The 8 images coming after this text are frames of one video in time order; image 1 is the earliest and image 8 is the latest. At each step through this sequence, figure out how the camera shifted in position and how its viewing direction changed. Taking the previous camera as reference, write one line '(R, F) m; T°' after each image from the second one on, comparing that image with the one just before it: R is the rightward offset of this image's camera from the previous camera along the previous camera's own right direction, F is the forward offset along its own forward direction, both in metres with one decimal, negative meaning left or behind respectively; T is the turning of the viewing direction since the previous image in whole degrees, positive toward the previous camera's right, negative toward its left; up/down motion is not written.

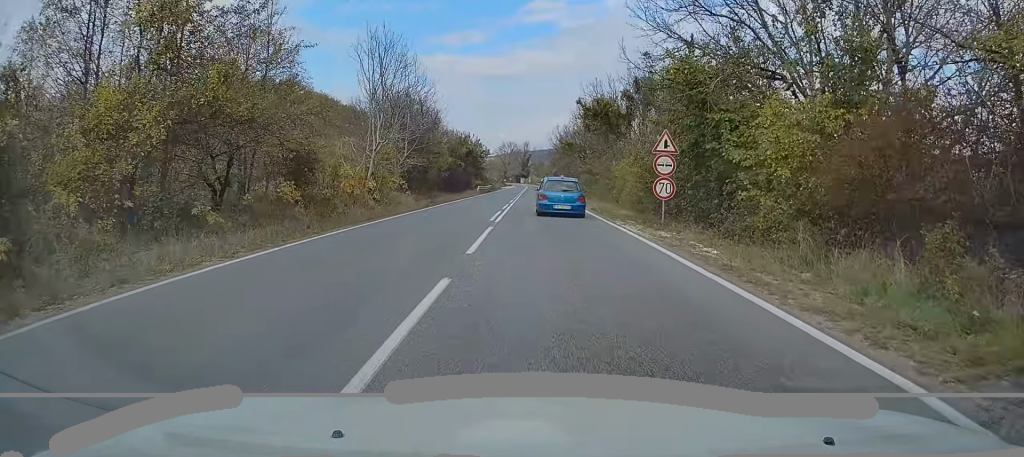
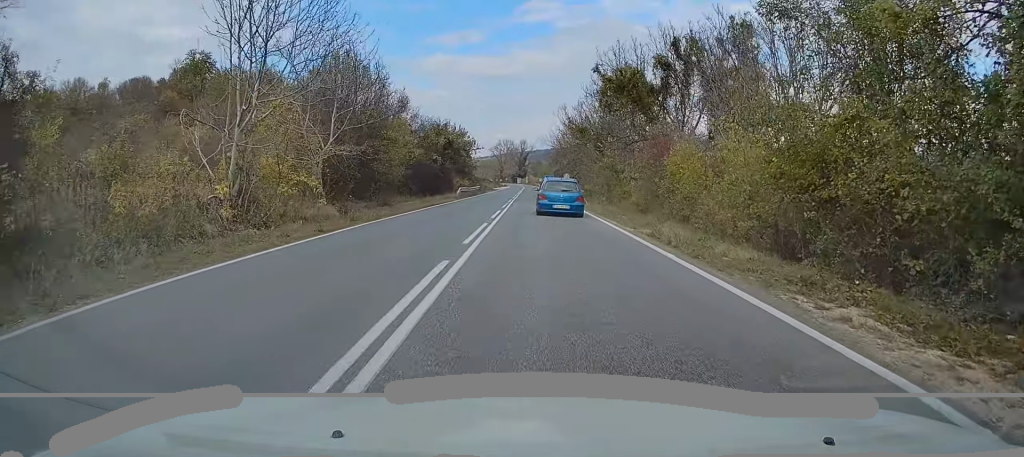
(0.0, +16.3) m; 0°
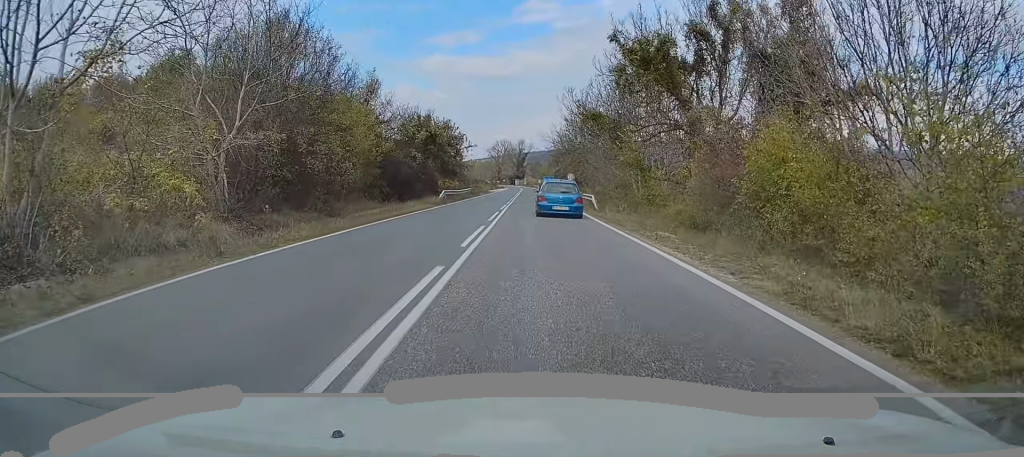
(0.0, +9.2) m; 0°
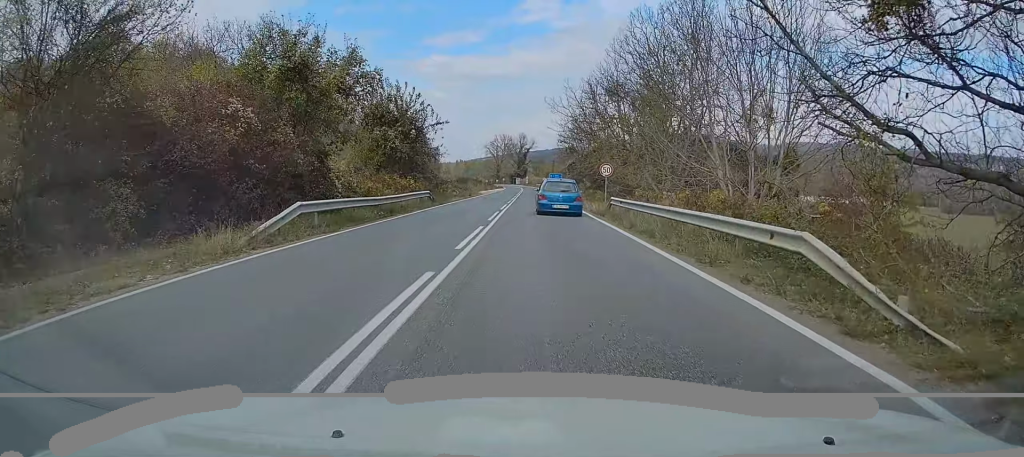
(0.0, +27.5) m; 0°
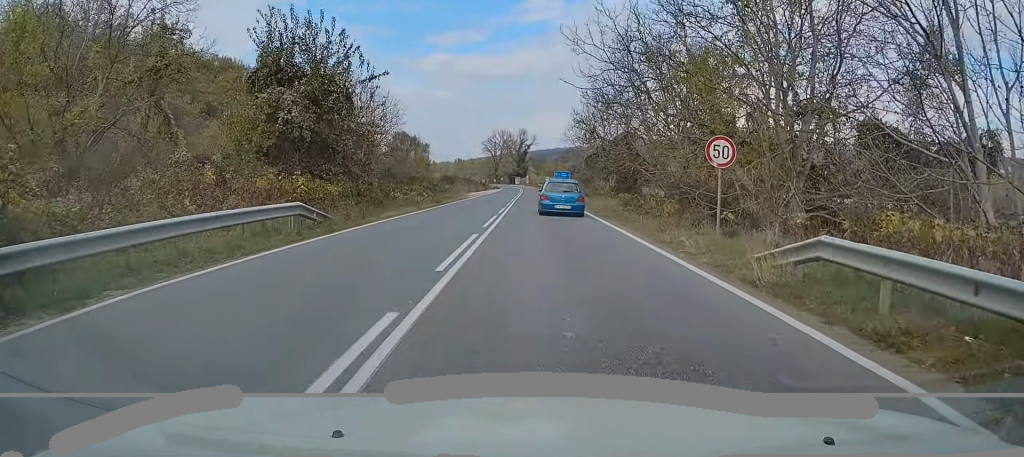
(0.0, +20.6) m; 0°
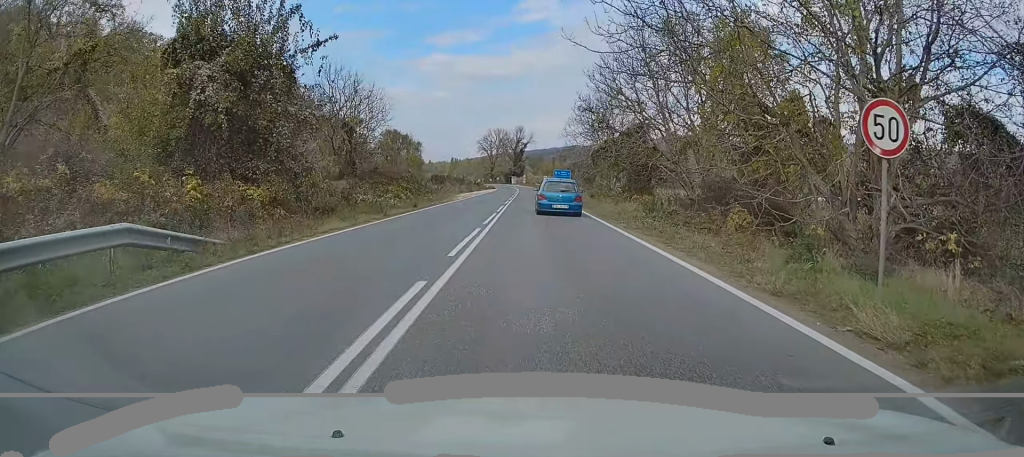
(0.0, +7.1) m; 0°
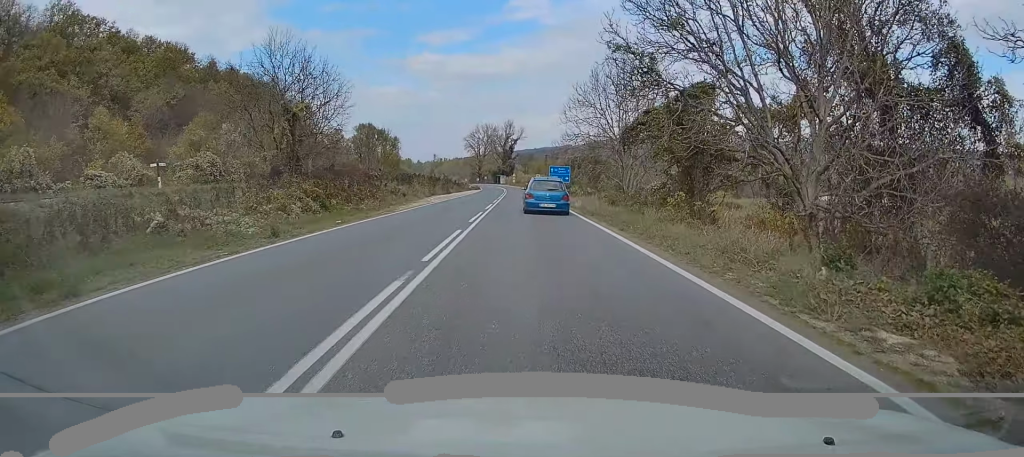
(+0.1, +16.8) m; 0°
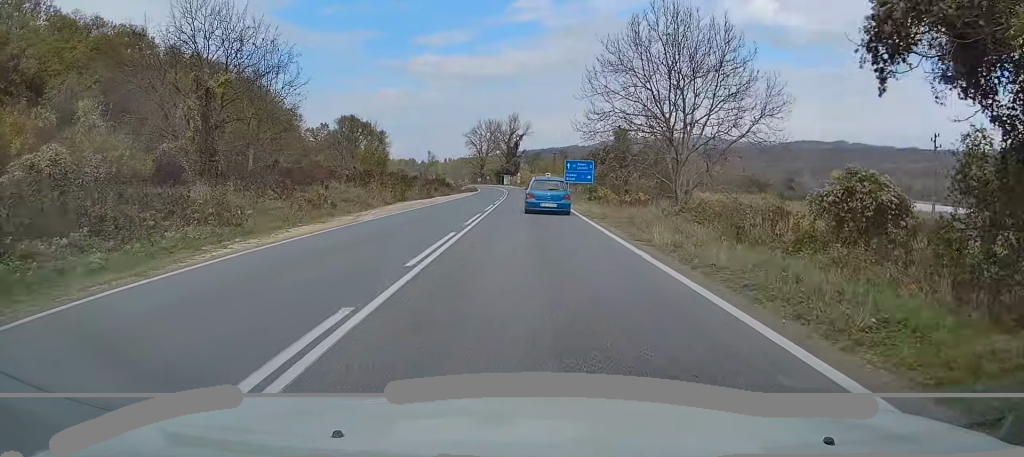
(-0.1, +19.1) m; -1°
